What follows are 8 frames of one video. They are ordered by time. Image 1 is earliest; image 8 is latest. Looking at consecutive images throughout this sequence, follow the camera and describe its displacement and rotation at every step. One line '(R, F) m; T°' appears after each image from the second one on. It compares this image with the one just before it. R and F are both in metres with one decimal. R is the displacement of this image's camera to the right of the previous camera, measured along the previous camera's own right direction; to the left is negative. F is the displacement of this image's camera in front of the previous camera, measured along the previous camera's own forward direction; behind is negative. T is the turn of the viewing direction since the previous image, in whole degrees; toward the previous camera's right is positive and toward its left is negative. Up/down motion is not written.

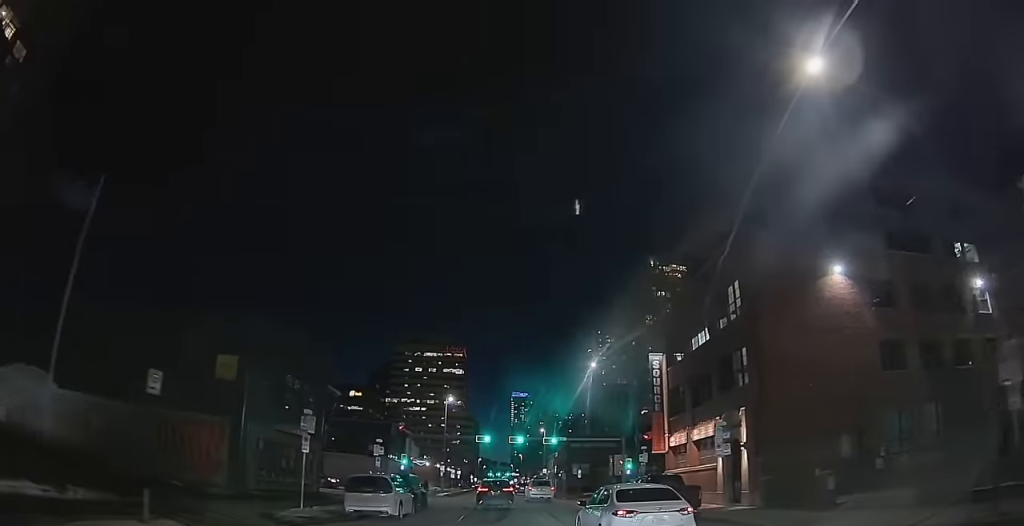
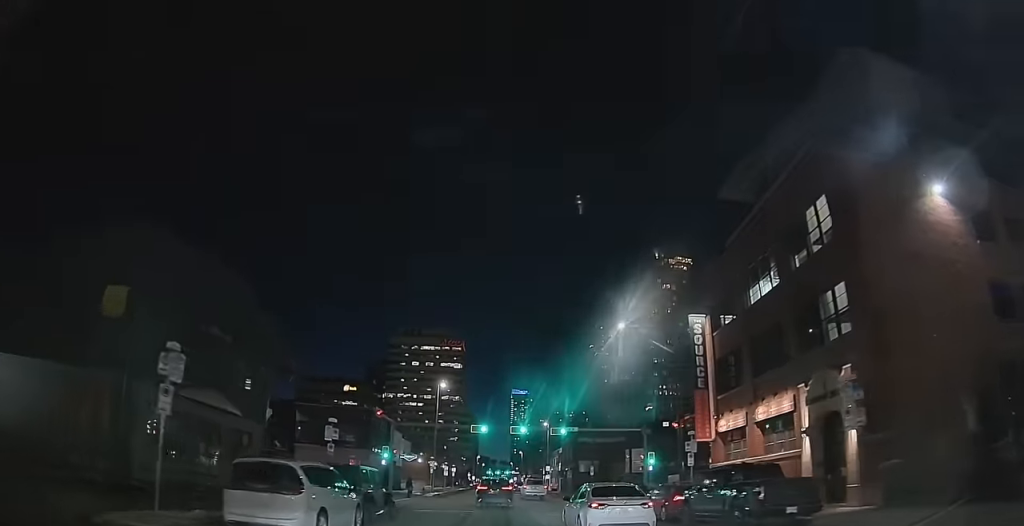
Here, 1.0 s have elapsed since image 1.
(+0.2, +8.7) m; 0°
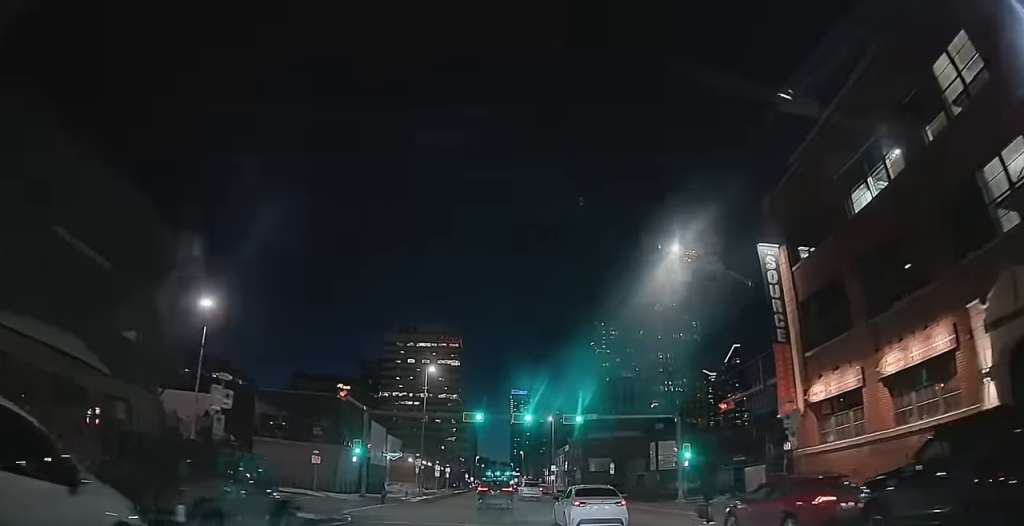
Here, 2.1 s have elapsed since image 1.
(-0.2, +9.6) m; 0°
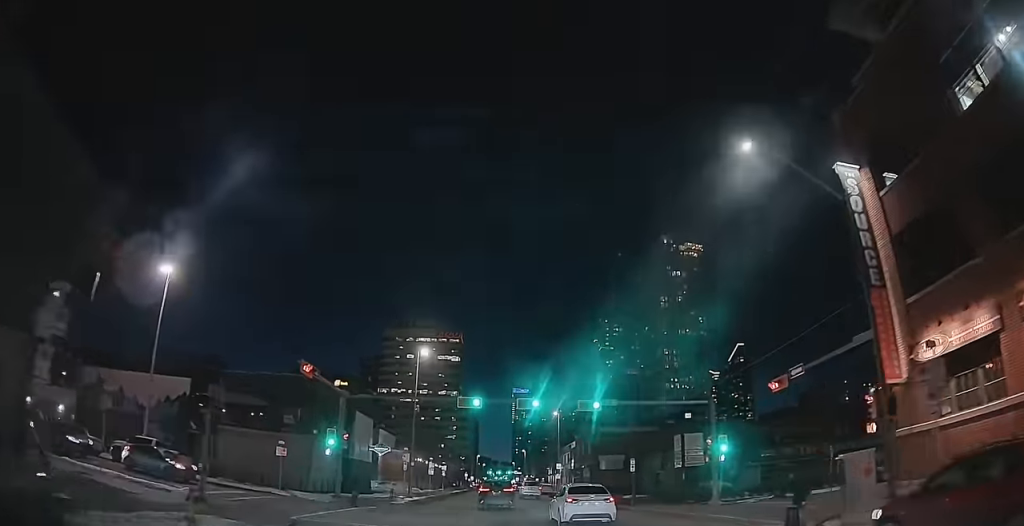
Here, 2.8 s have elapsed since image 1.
(+0.3, +6.4) m; 0°
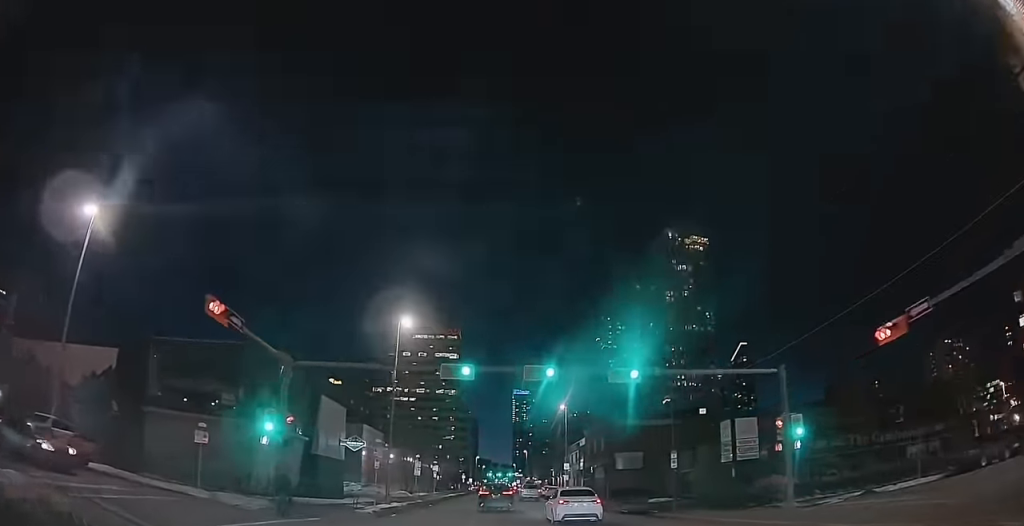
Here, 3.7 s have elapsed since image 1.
(-0.4, +9.1) m; -3°
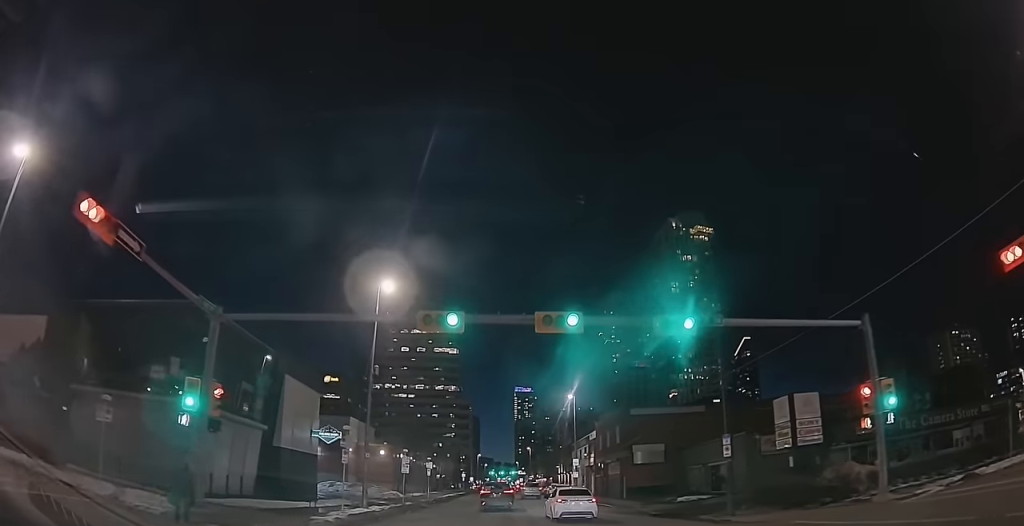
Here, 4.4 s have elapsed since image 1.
(0.0, +6.7) m; 0°
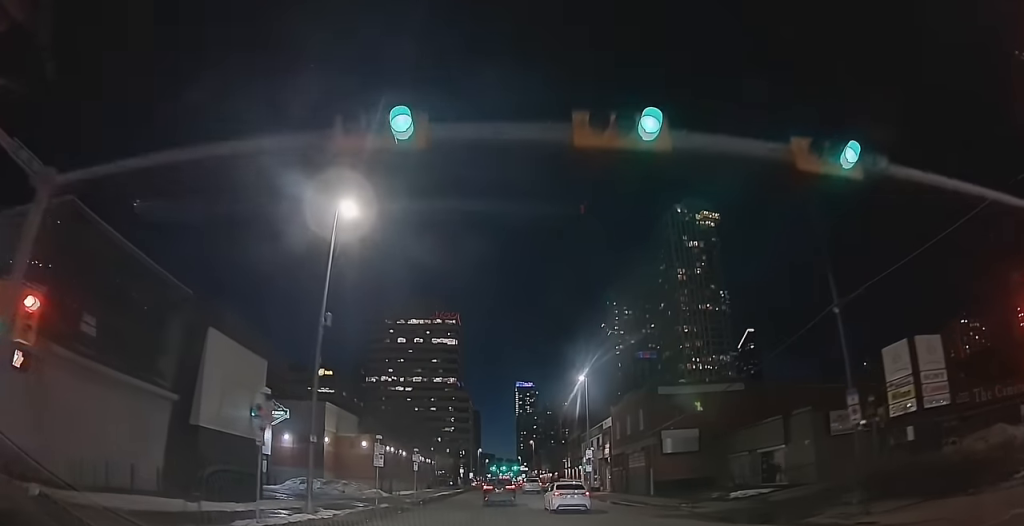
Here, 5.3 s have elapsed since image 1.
(0.0, +8.8) m; +2°
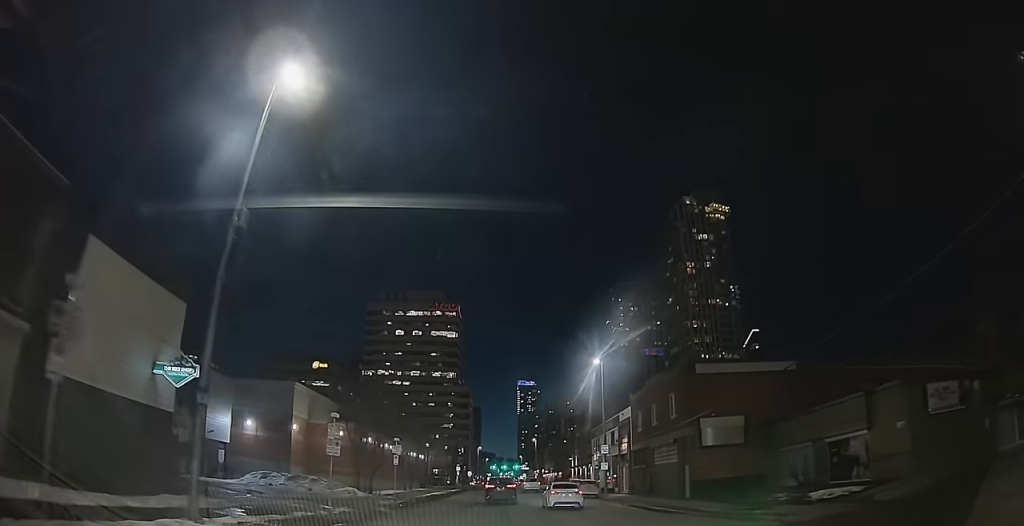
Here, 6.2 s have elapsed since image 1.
(+0.2, +8.1) m; +2°
